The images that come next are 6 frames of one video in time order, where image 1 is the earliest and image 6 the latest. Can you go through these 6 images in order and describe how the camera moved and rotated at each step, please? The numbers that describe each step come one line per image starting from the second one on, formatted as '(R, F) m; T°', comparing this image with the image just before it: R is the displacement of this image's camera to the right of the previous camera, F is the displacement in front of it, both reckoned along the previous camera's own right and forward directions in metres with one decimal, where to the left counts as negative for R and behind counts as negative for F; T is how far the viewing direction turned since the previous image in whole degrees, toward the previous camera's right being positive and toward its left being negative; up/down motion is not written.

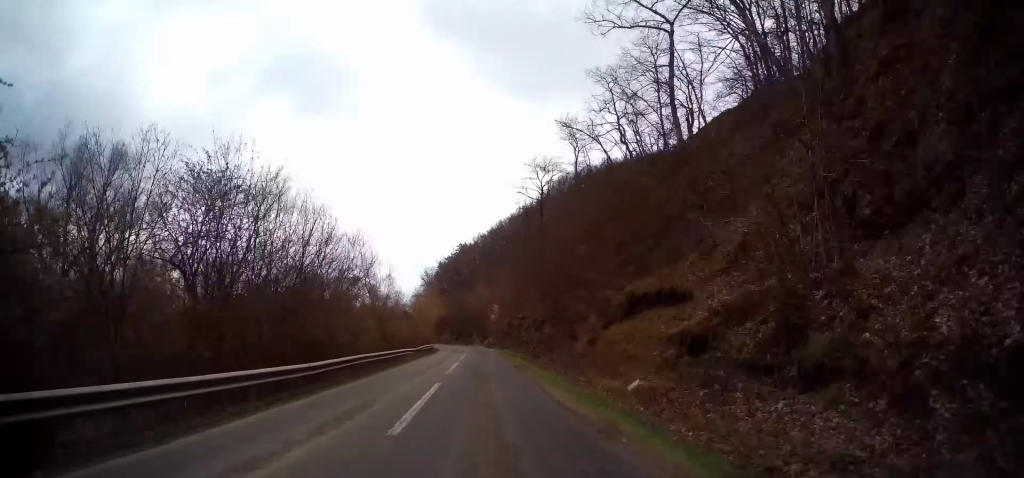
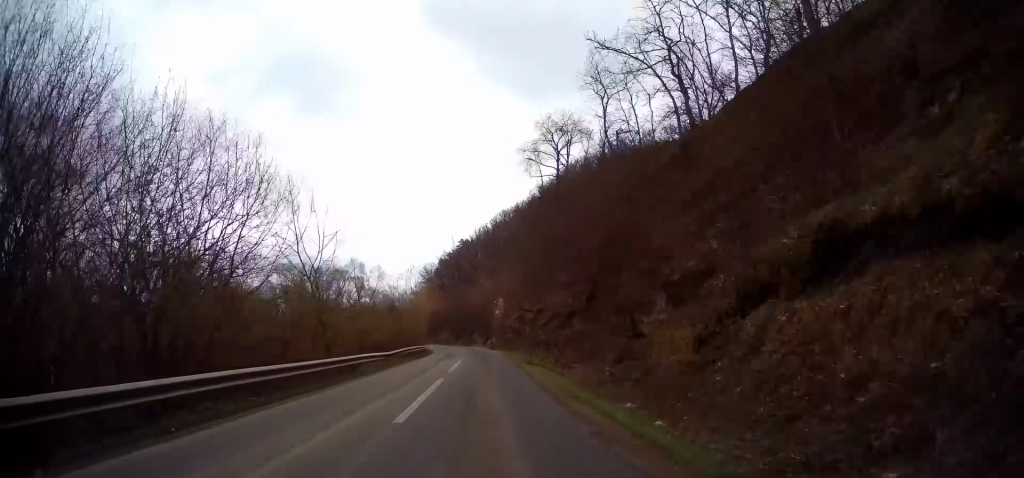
(+0.2, +10.9) m; 0°
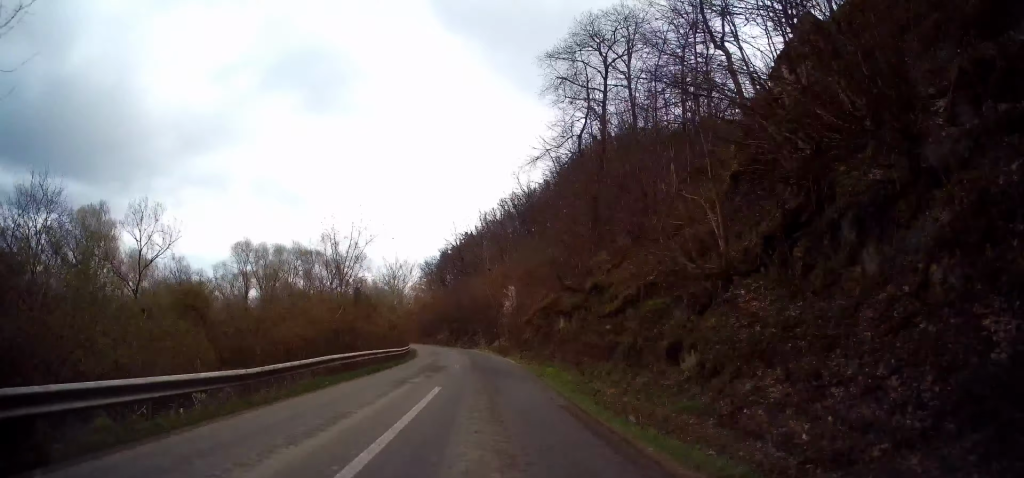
(+0.1, +15.9) m; -1°
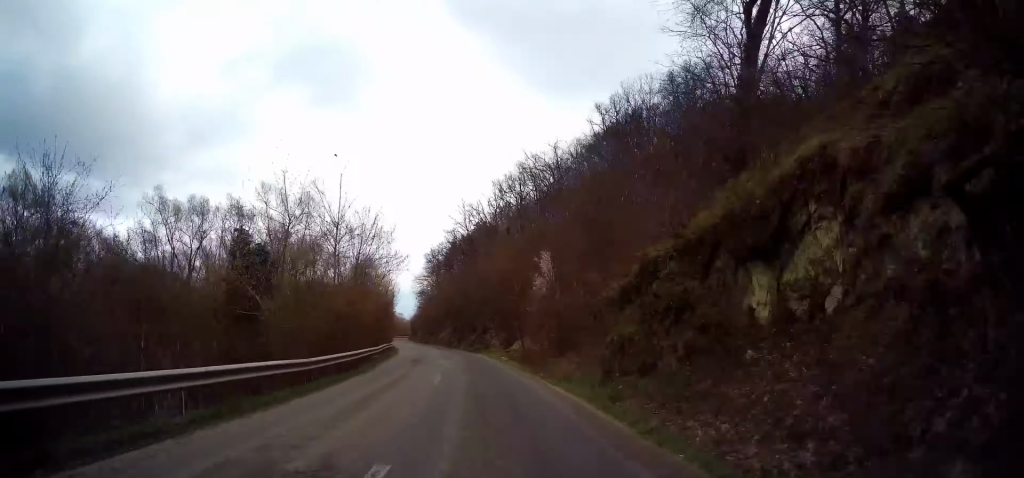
(-0.4, +20.6) m; -2°
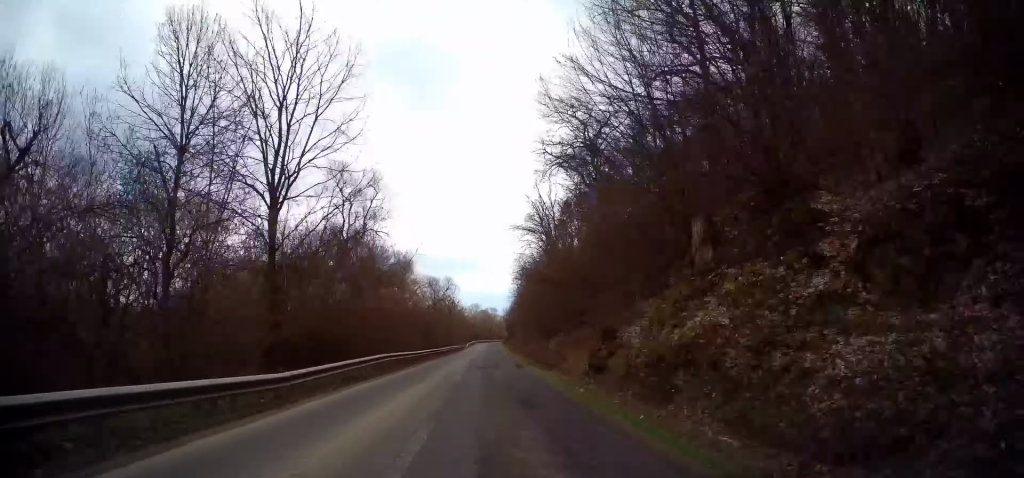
(-7.4, +70.2) m; -9°
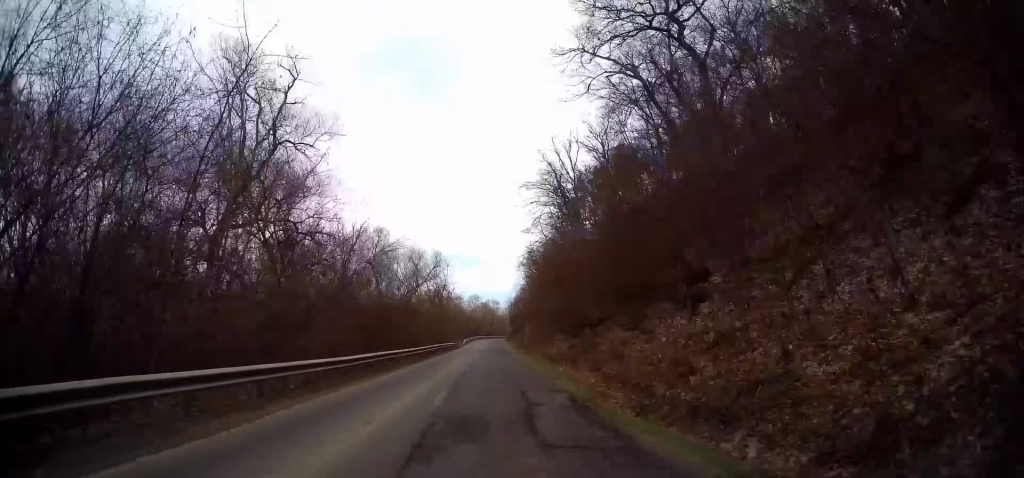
(0.0, +18.6) m; 0°
